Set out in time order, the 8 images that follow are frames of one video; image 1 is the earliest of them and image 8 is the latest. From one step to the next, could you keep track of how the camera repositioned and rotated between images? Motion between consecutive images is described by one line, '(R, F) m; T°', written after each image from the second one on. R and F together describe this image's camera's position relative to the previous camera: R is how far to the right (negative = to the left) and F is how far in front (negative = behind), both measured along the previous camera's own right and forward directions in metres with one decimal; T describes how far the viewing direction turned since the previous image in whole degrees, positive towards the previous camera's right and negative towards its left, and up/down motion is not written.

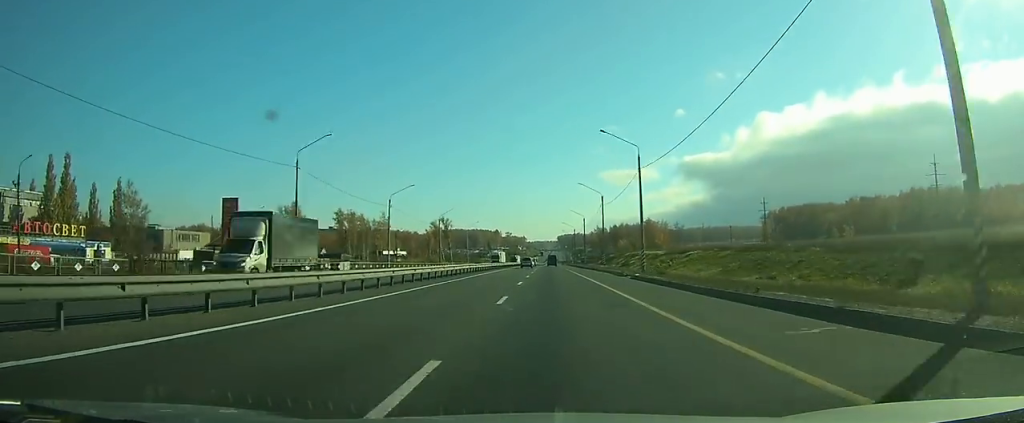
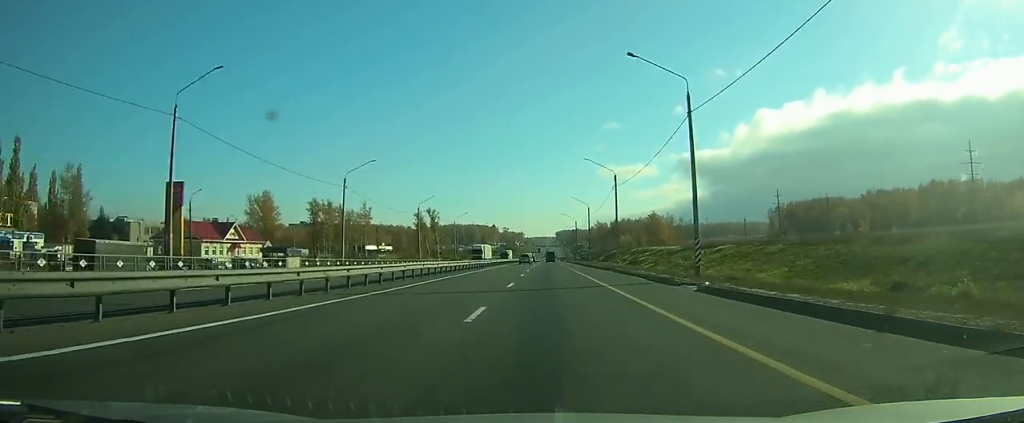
(0.0, +18.1) m; 0°
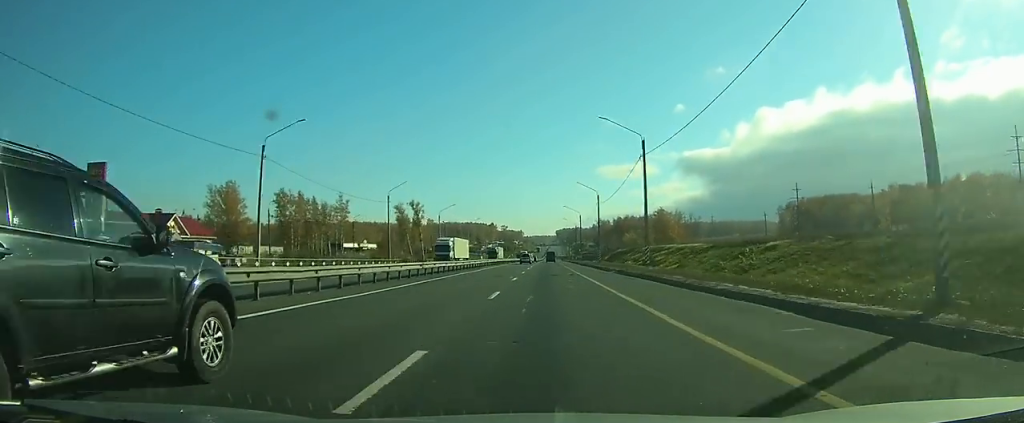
(0.0, +19.5) m; 0°
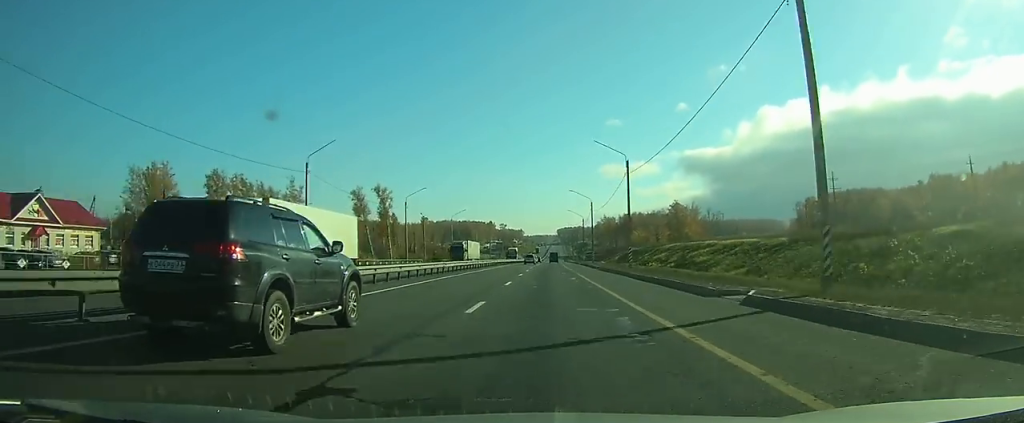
(+0.1, +28.4) m; 0°
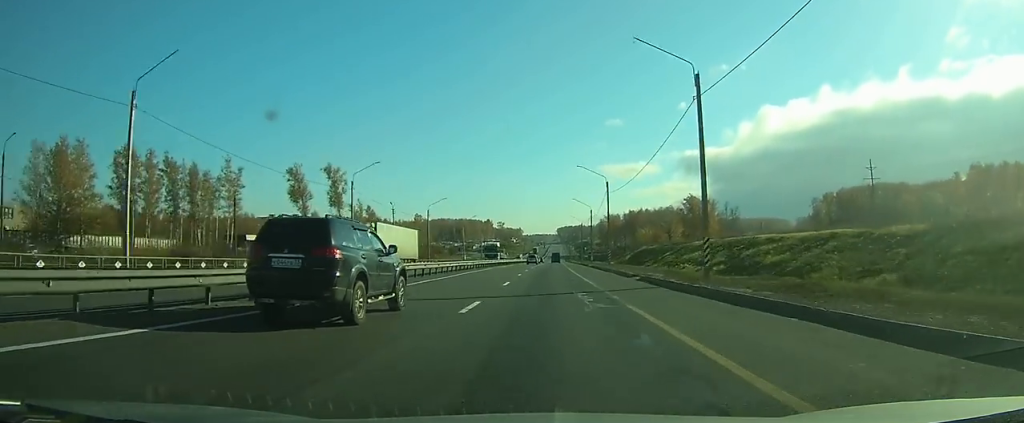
(0.0, +23.7) m; 0°
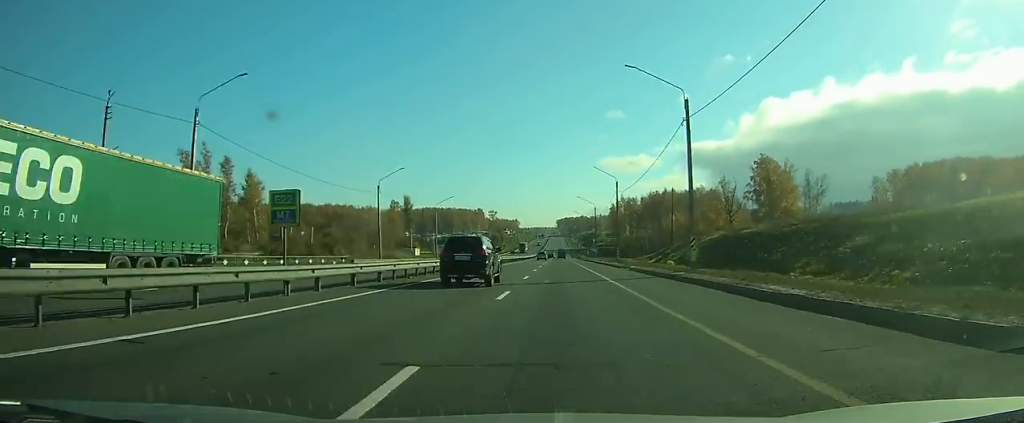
(-0.2, +64.2) m; 0°
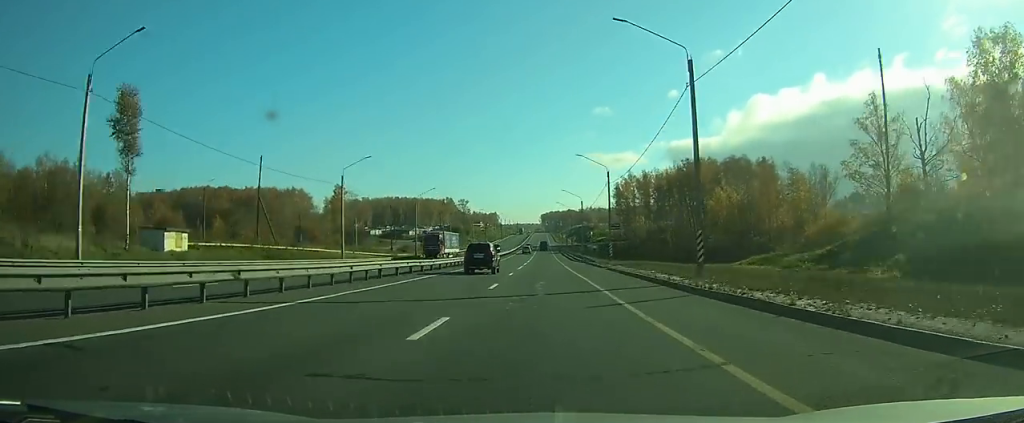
(+0.9, +83.3) m; +1°
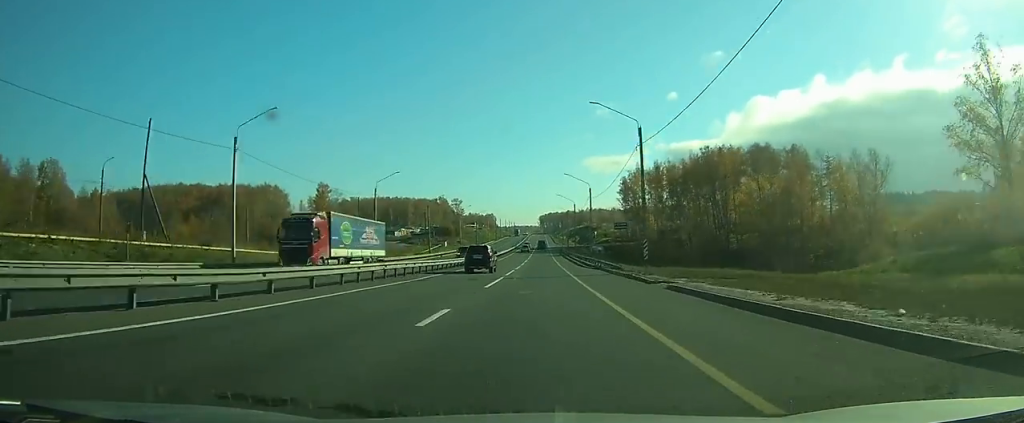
(+0.1, +23.9) m; 0°
